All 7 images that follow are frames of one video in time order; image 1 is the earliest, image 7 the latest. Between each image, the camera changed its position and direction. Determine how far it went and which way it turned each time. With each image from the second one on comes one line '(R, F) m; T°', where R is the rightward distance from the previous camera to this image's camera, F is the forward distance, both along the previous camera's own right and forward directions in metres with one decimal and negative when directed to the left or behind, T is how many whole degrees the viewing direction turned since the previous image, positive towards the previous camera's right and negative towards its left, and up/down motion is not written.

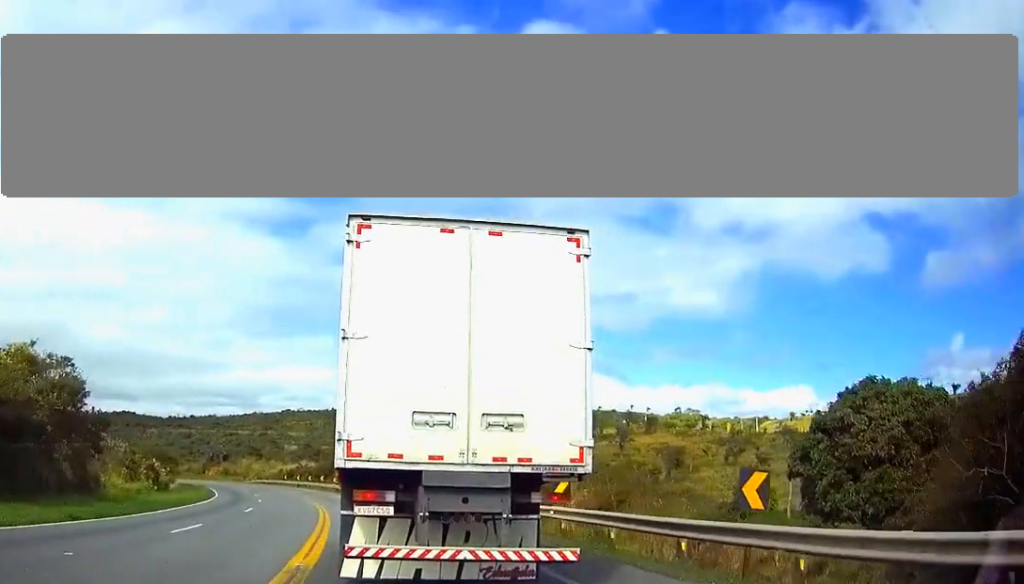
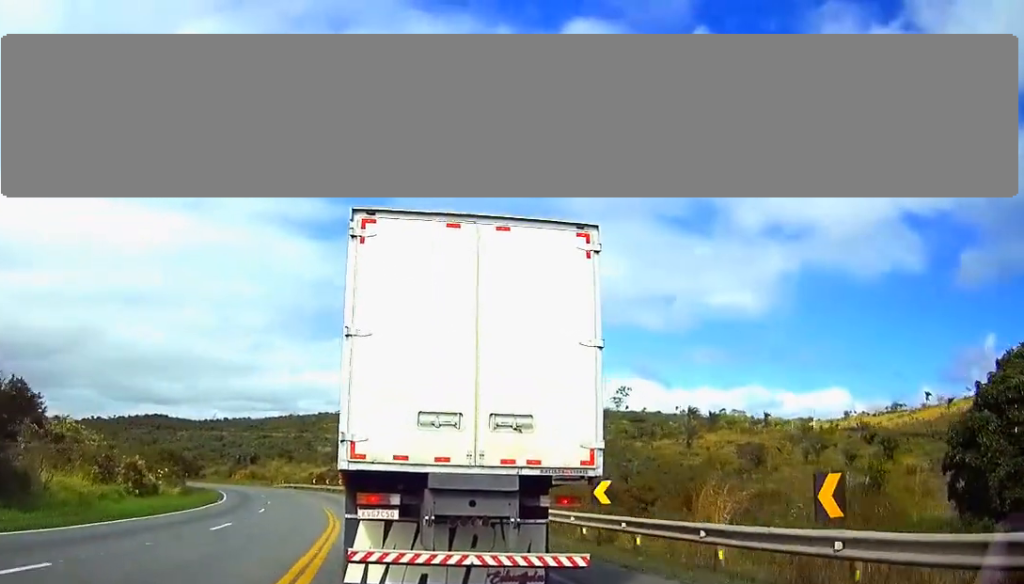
(-0.7, +12.9) m; -3°
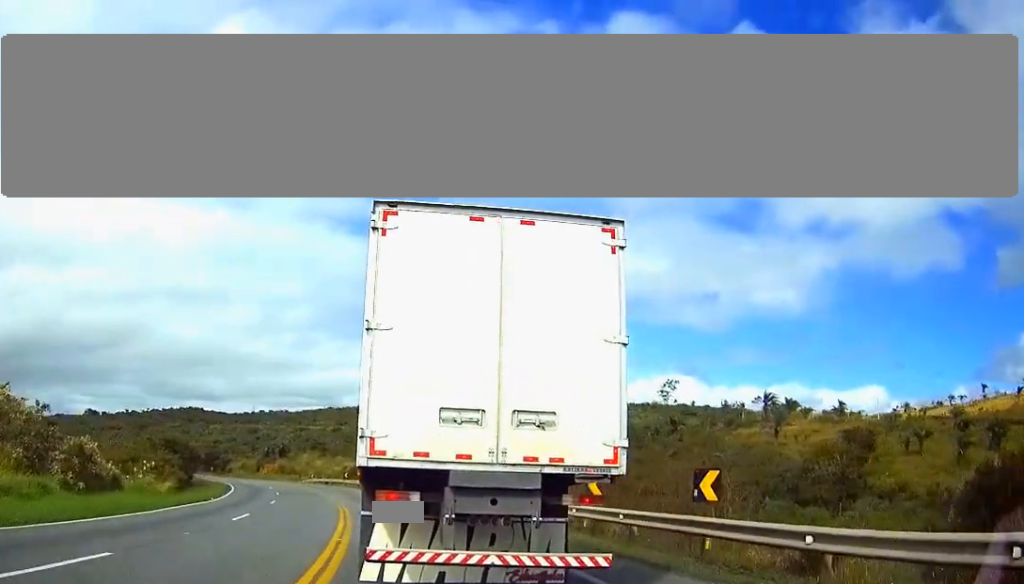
(-0.1, +14.7) m; -1°
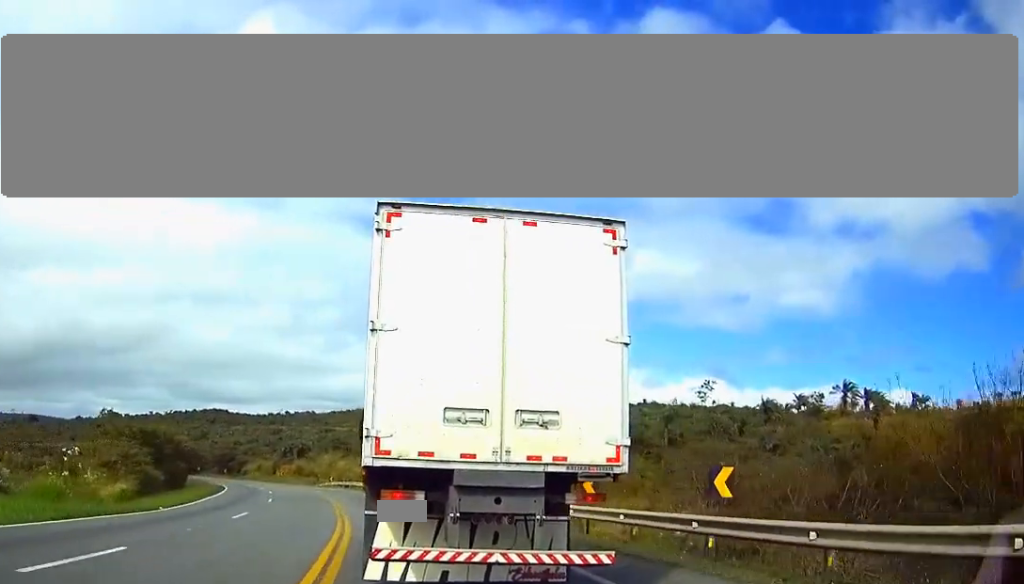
(0.0, +15.9) m; -1°
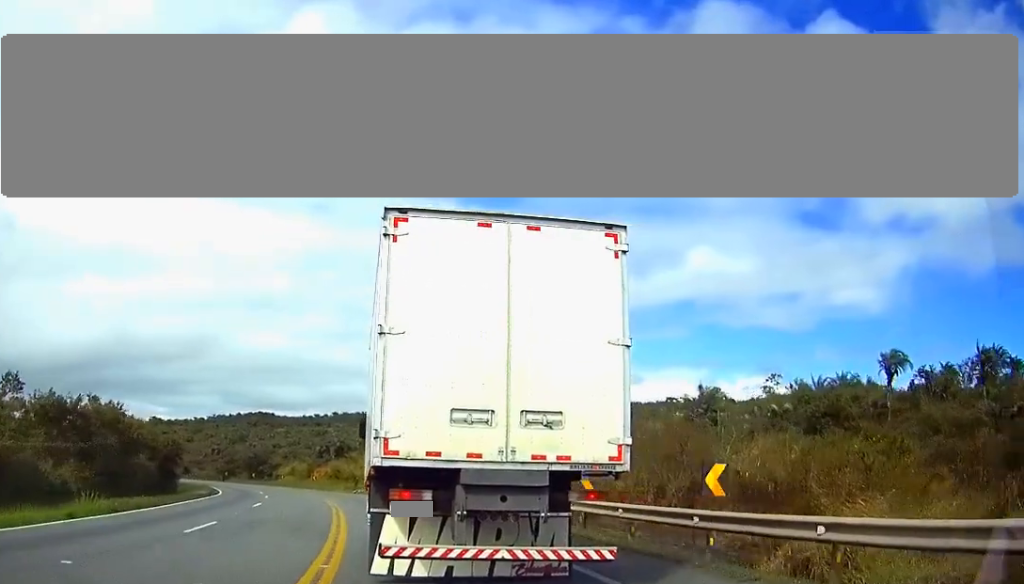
(-0.8, +24.2) m; -5°
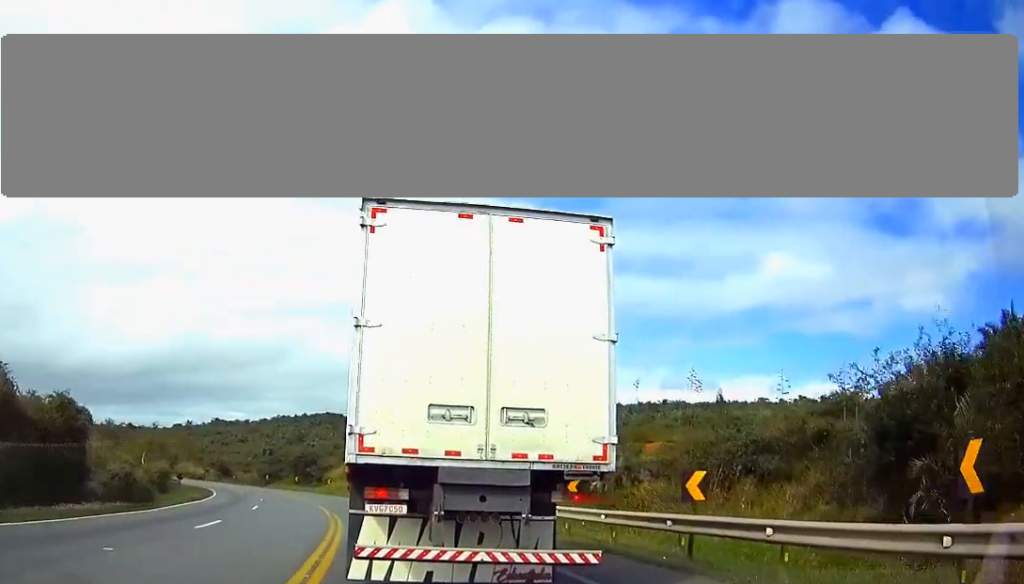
(-1.8, +30.2) m; -6°
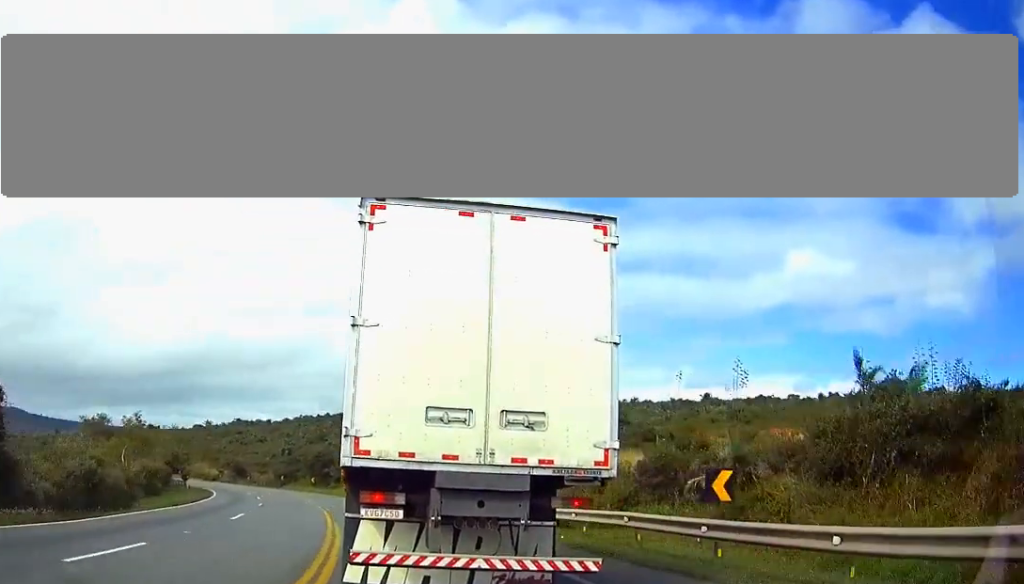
(-0.1, +9.5) m; -2°
